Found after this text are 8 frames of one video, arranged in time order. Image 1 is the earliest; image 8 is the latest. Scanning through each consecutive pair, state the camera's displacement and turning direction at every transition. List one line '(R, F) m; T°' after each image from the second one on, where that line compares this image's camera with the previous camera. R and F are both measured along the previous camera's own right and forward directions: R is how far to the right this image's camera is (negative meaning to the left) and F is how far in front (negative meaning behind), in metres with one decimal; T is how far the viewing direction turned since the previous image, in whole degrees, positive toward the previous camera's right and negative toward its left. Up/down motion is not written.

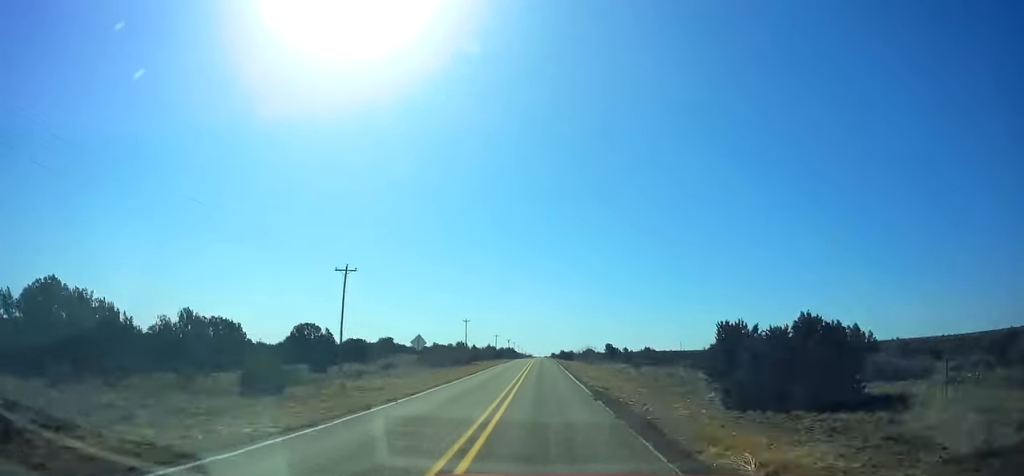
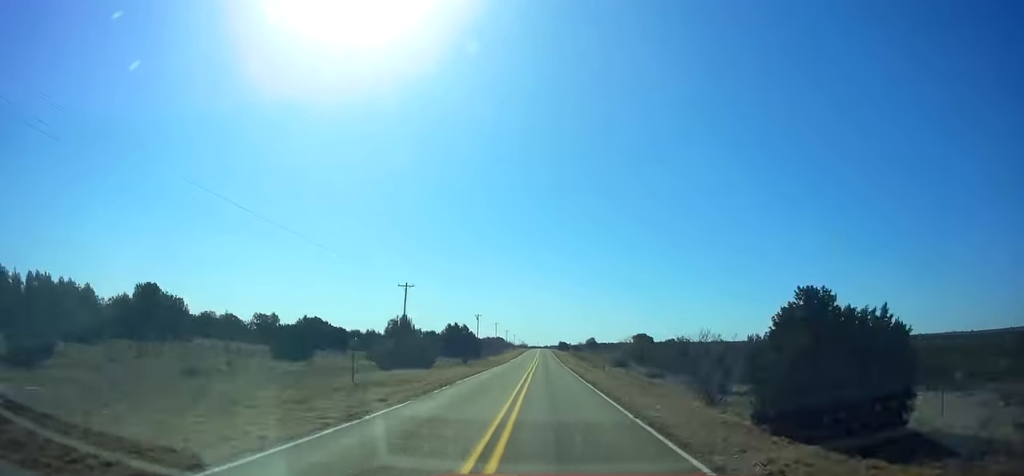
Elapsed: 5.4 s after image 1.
(-1.3, +158.7) m; 0°
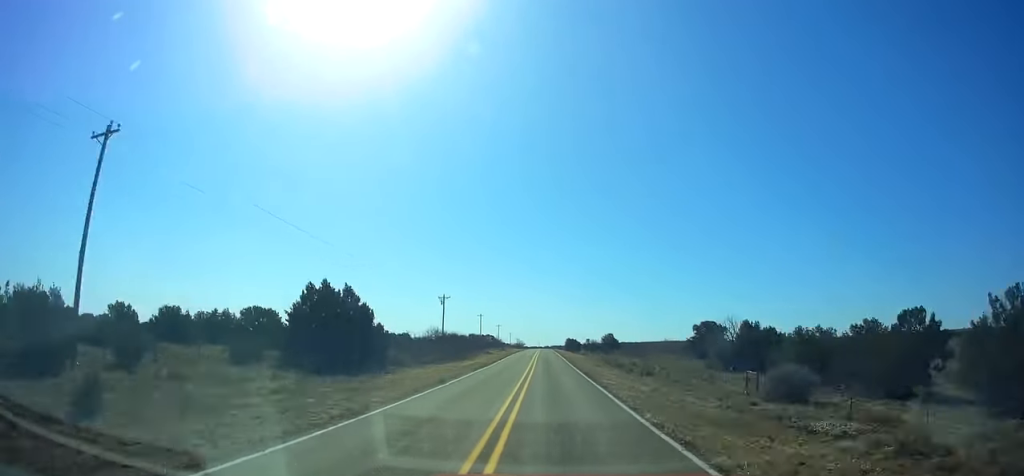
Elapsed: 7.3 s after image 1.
(+0.1, +57.2) m; 0°
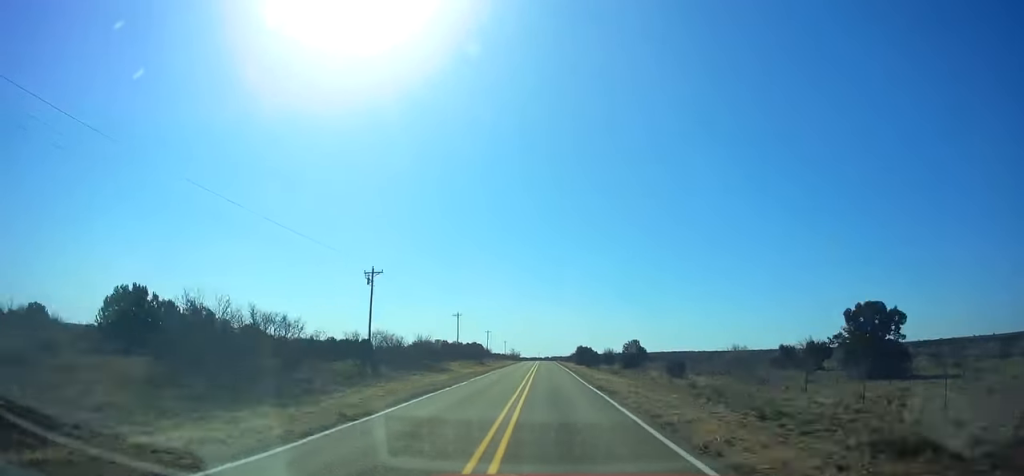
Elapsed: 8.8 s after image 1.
(+0.1, +45.7) m; 0°
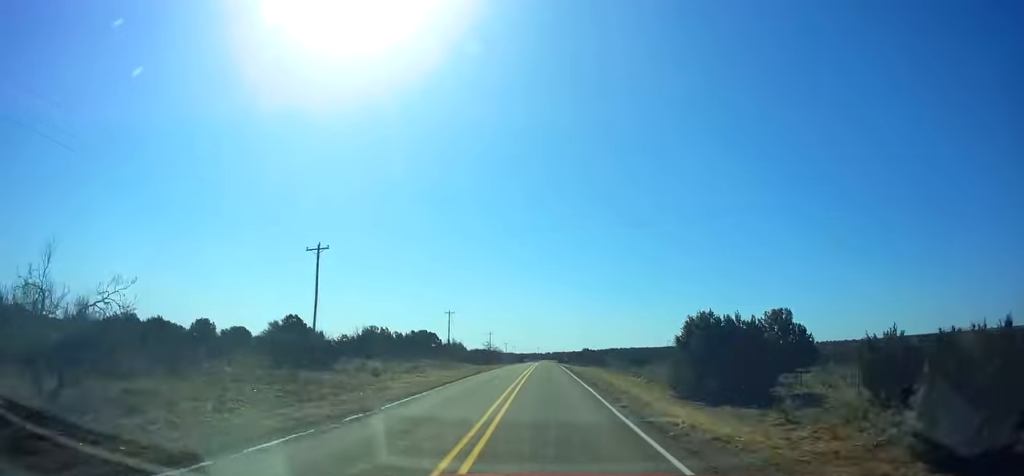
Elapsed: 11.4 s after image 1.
(0.0, +79.1) m; 0°
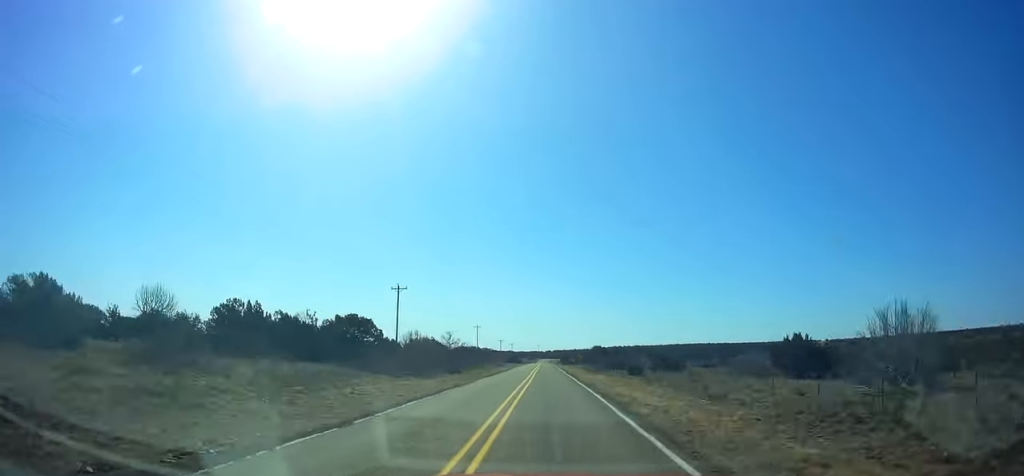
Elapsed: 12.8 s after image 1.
(-0.1, +42.6) m; 0°
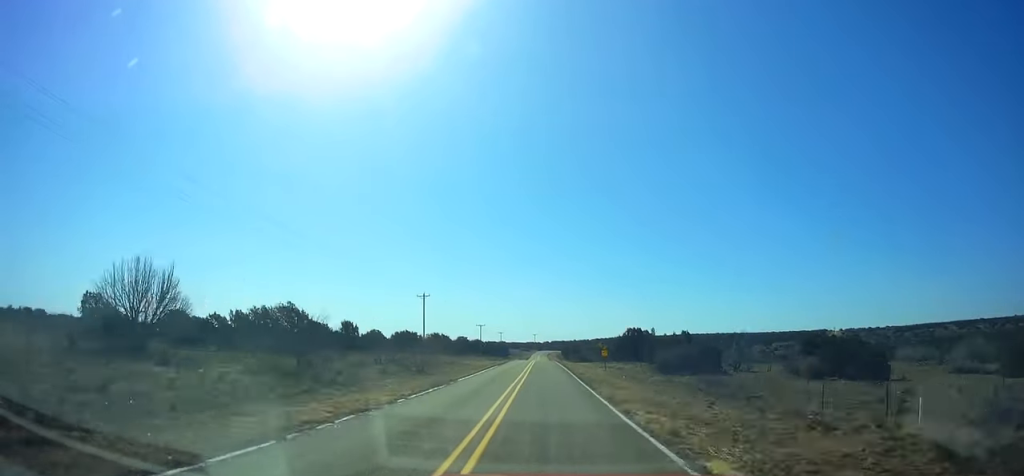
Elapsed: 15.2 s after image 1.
(0.0, +72.6) m; 0°
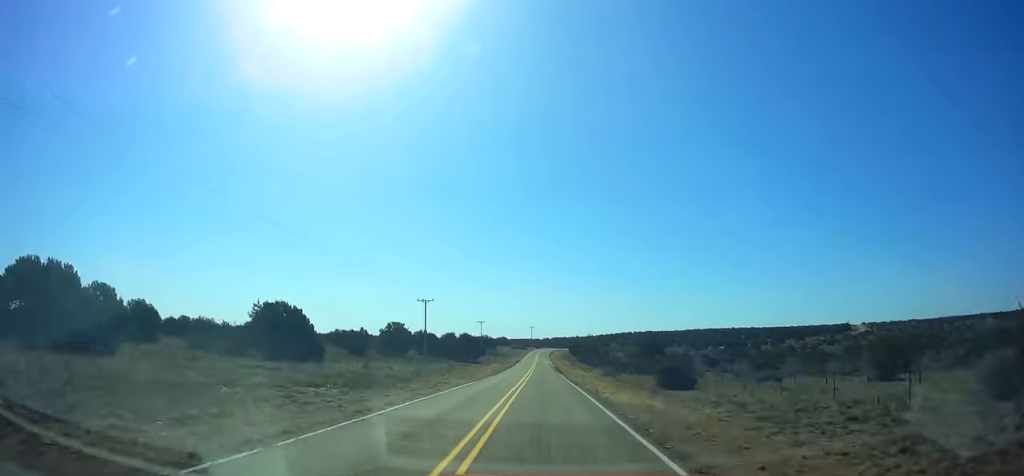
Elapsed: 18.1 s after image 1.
(0.0, +87.1) m; 0°
